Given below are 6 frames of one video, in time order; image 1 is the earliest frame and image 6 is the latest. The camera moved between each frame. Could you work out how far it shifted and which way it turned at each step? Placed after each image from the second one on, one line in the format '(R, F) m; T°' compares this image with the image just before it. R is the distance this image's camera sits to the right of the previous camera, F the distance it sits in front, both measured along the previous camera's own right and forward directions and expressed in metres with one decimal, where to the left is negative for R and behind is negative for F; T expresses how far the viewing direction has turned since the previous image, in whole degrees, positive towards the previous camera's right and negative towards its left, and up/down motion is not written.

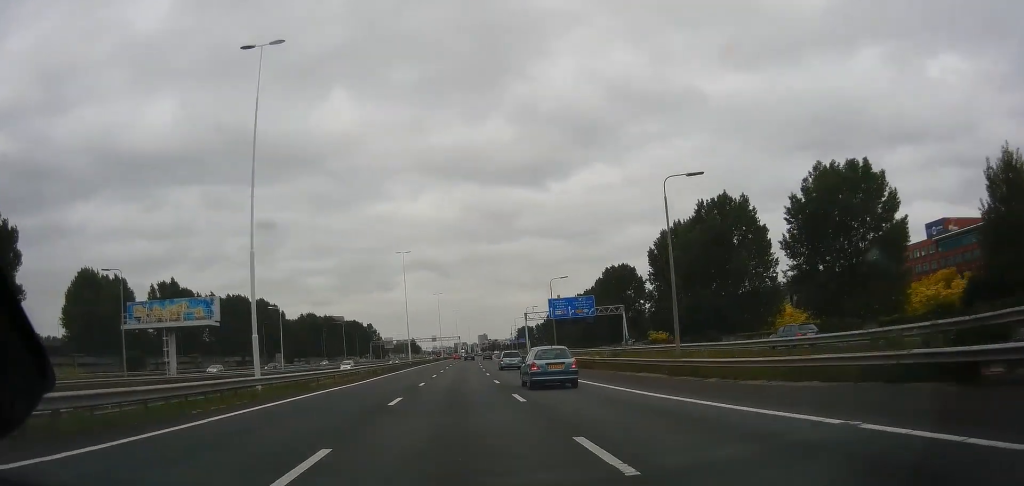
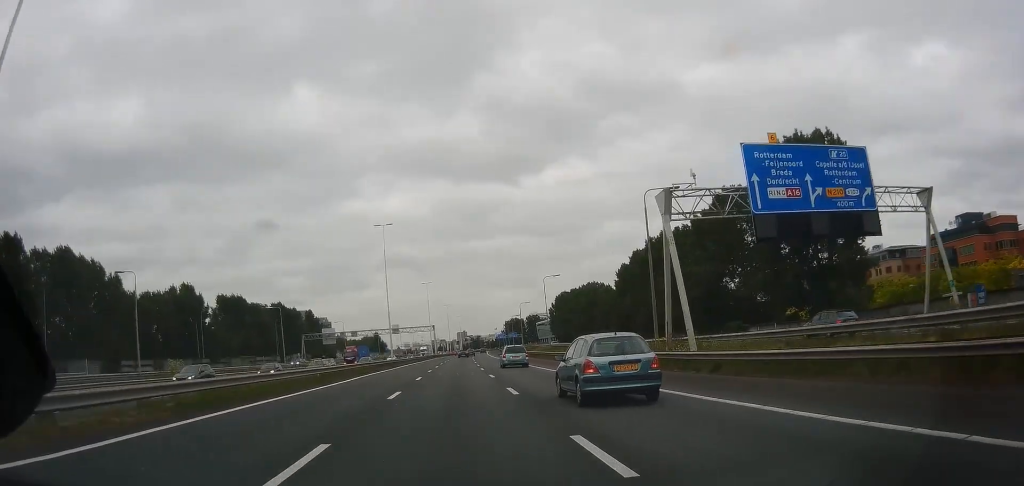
(+1.9, +95.8) m; +2°
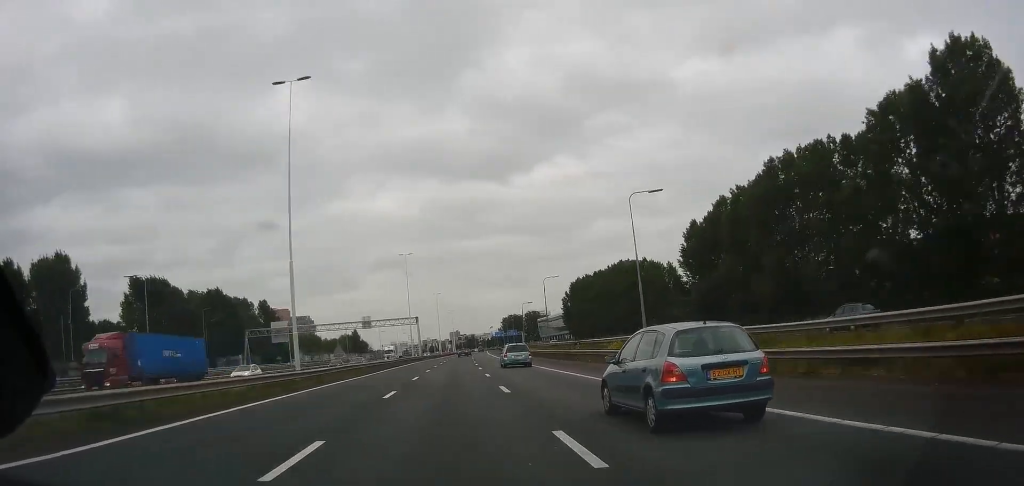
(+0.3, +47.1) m; +1°
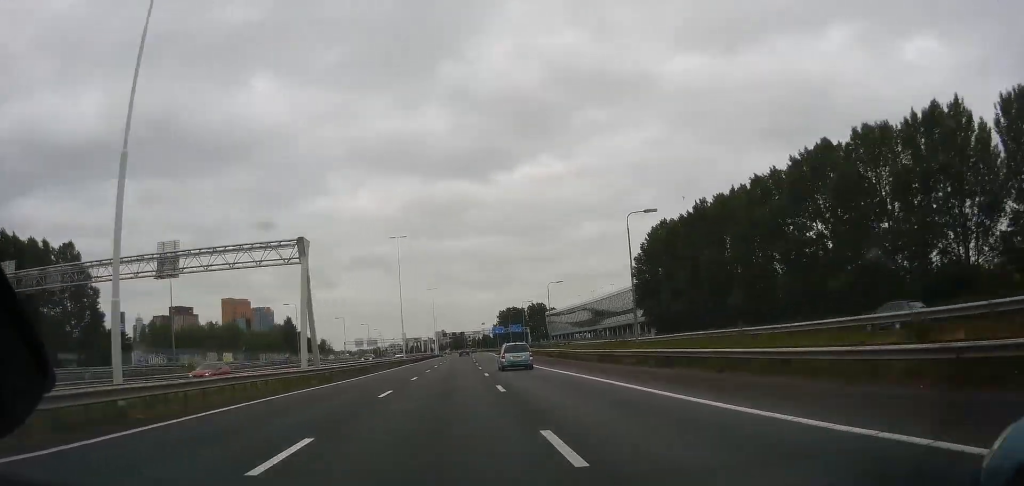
(+1.3, +95.7) m; +1°
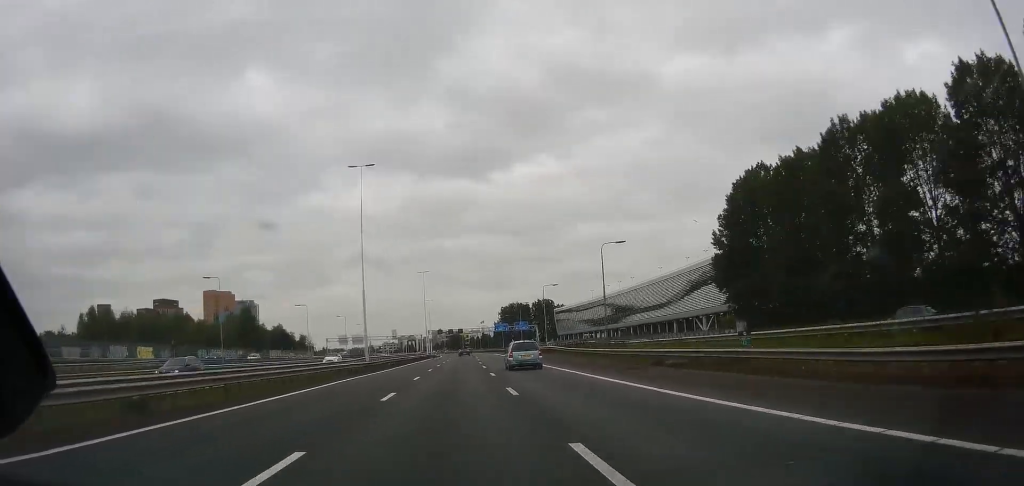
(0.0, +37.3) m; 0°
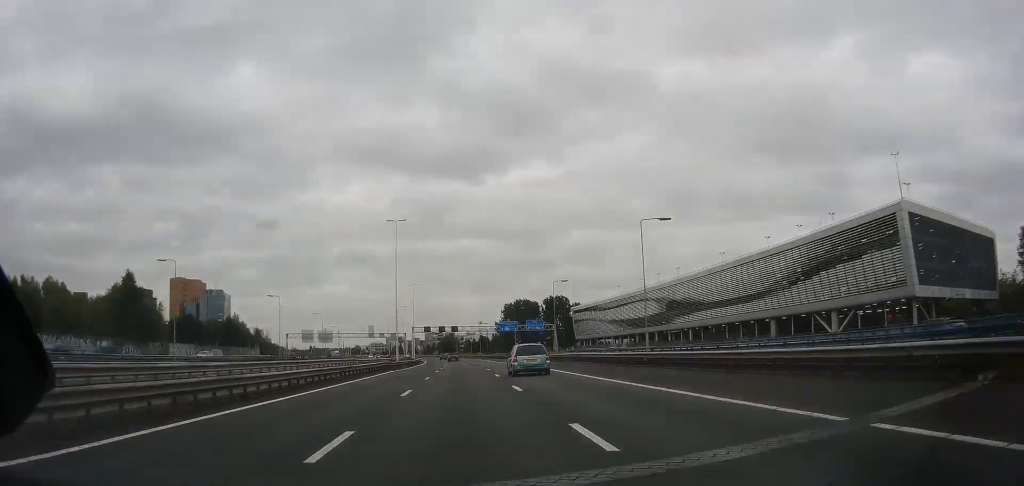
(+0.2, +57.8) m; 0°
